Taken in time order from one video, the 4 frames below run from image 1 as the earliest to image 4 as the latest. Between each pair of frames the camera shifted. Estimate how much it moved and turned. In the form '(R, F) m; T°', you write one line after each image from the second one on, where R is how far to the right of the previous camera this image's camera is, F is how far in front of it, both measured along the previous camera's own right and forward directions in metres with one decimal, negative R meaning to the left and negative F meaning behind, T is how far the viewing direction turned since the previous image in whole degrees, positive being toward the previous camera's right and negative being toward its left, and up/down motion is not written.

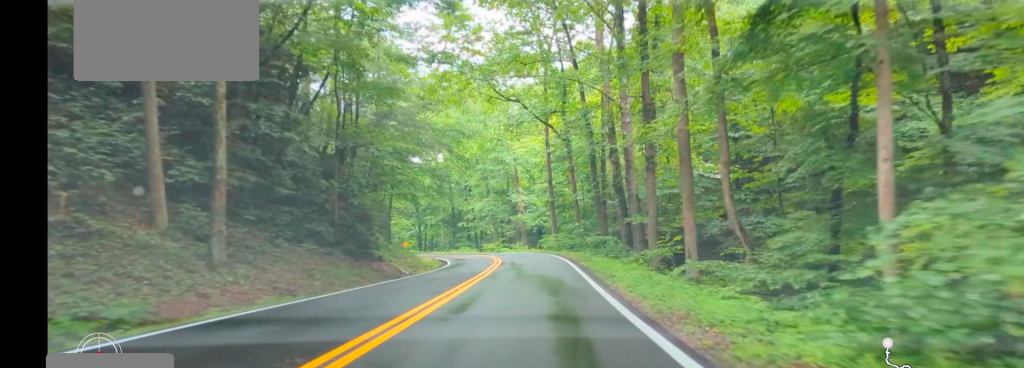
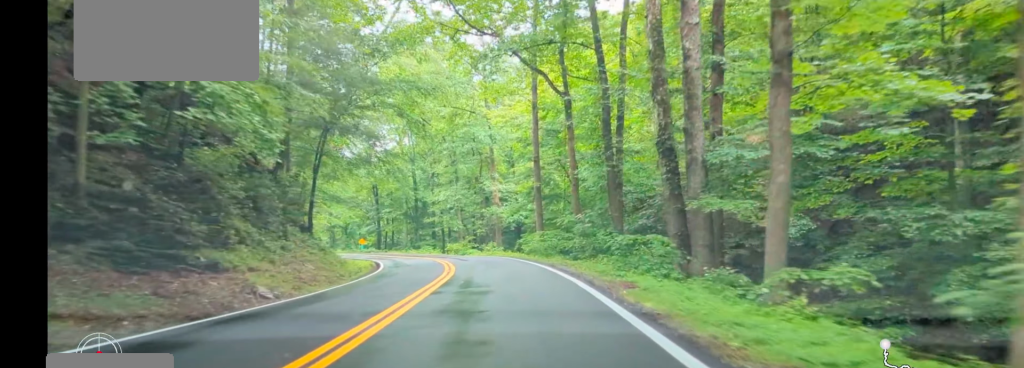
(-0.1, +16.6) m; 0°
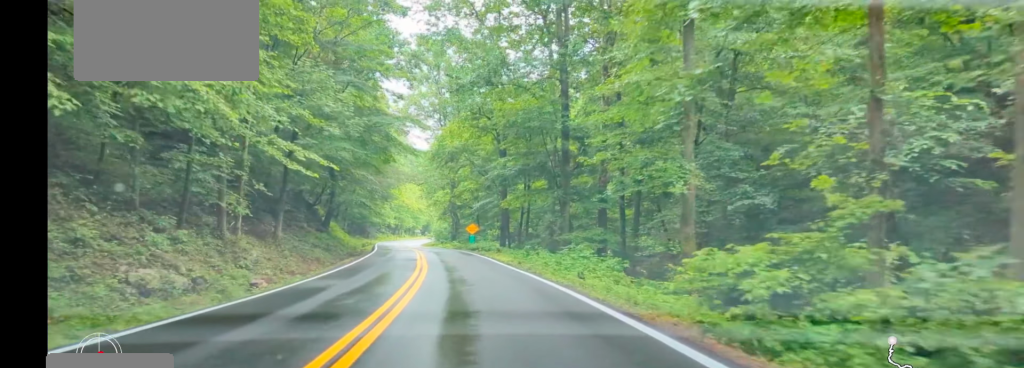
(-3.8, +52.7) m; -13°
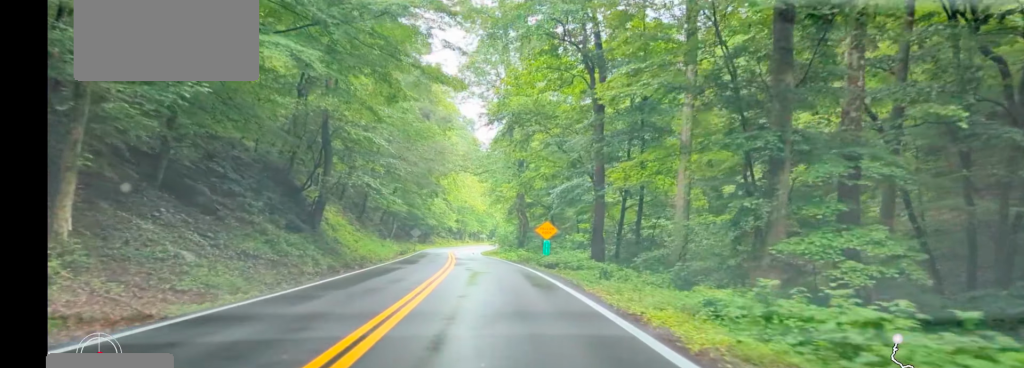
(-1.1, +22.7) m; -5°
